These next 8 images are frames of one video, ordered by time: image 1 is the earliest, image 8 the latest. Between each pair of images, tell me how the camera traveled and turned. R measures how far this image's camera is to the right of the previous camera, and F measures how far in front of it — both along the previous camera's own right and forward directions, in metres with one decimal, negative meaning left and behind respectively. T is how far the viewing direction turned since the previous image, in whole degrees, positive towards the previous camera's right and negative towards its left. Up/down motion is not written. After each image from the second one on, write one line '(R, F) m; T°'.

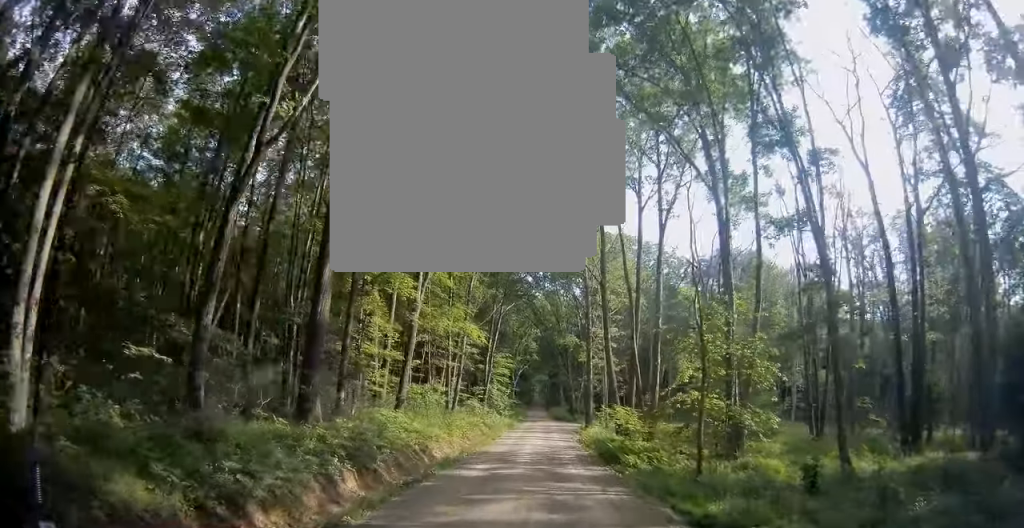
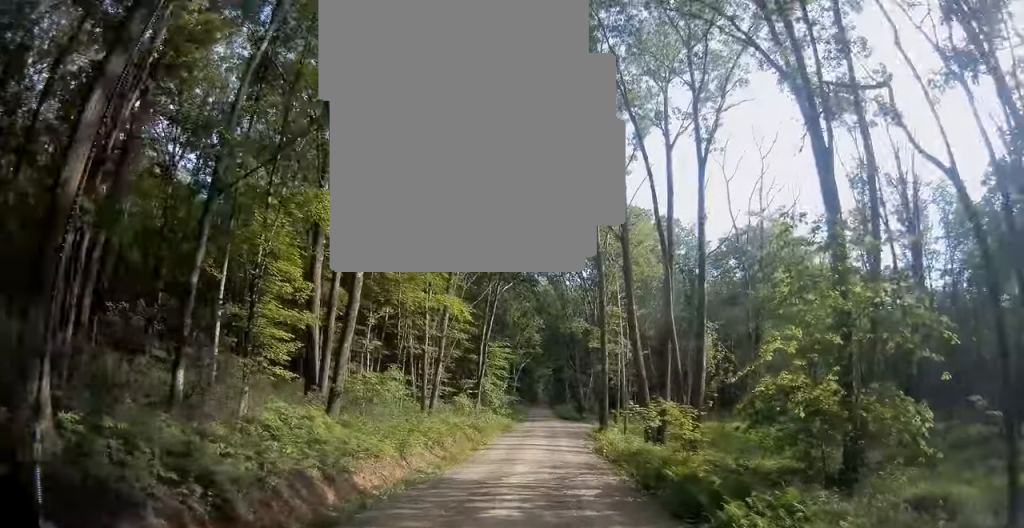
(+0.1, +10.7) m; +2°
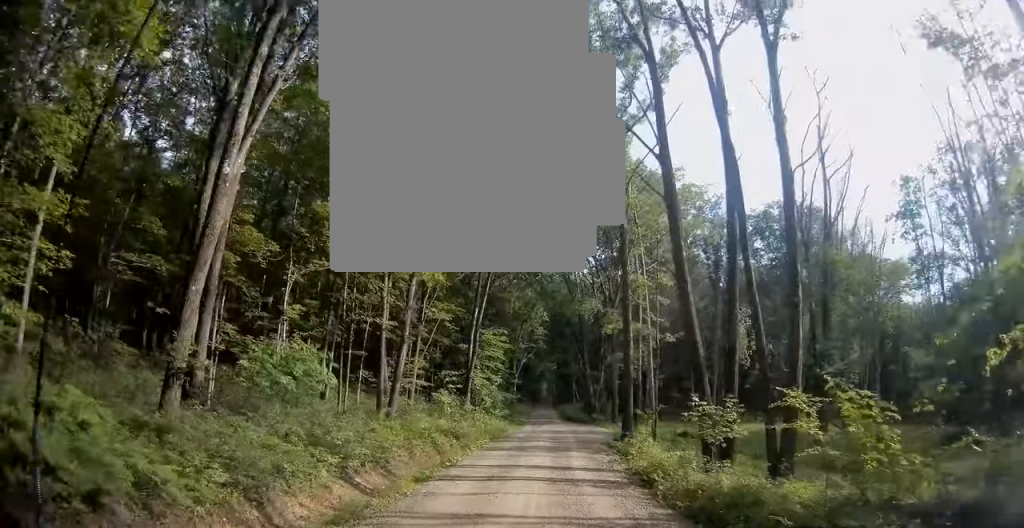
(+0.4, +10.6) m; +1°
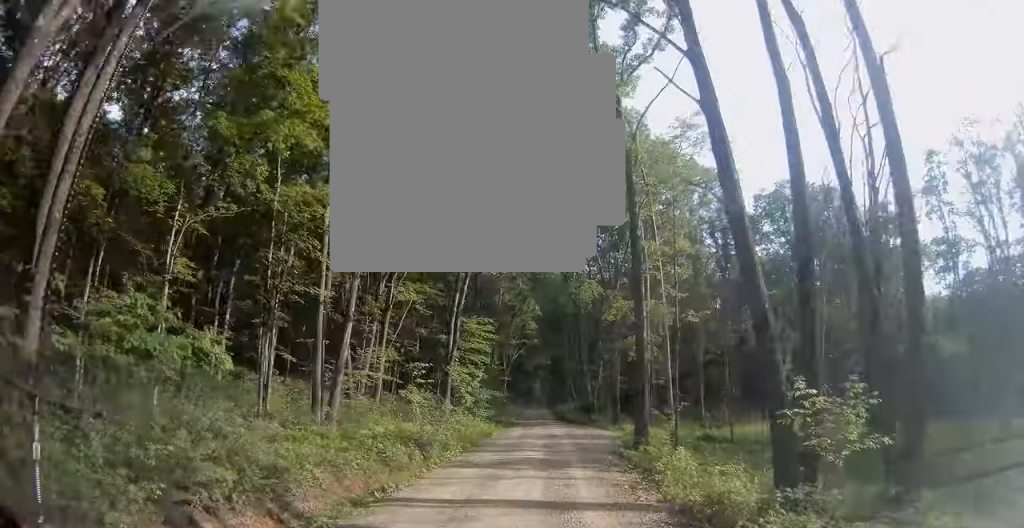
(0.0, +6.8) m; -1°
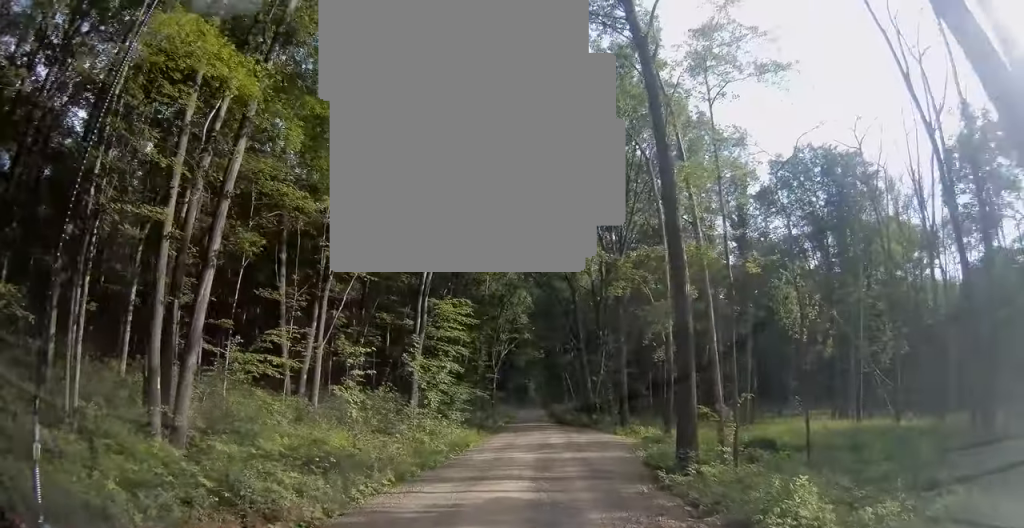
(-0.4, +8.8) m; -1°
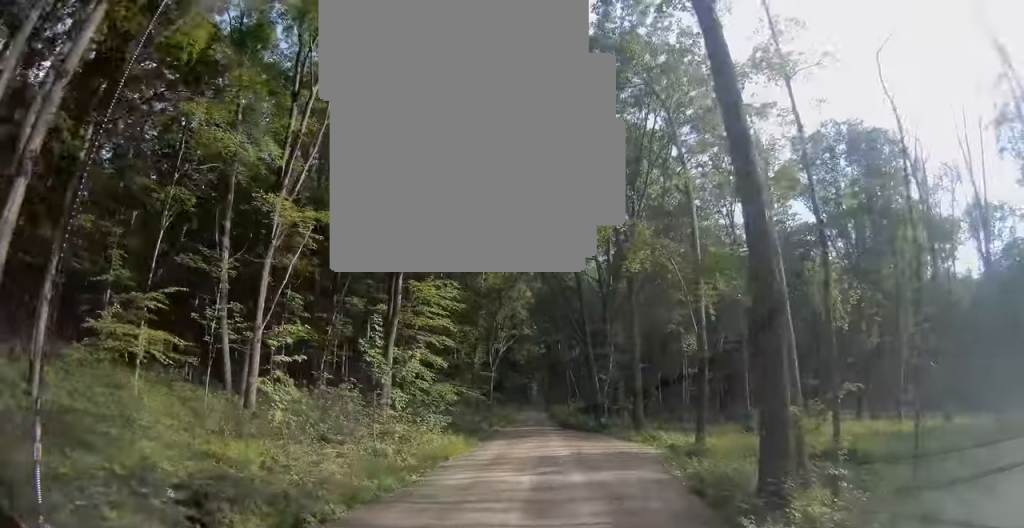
(+0.2, +6.1) m; +1°
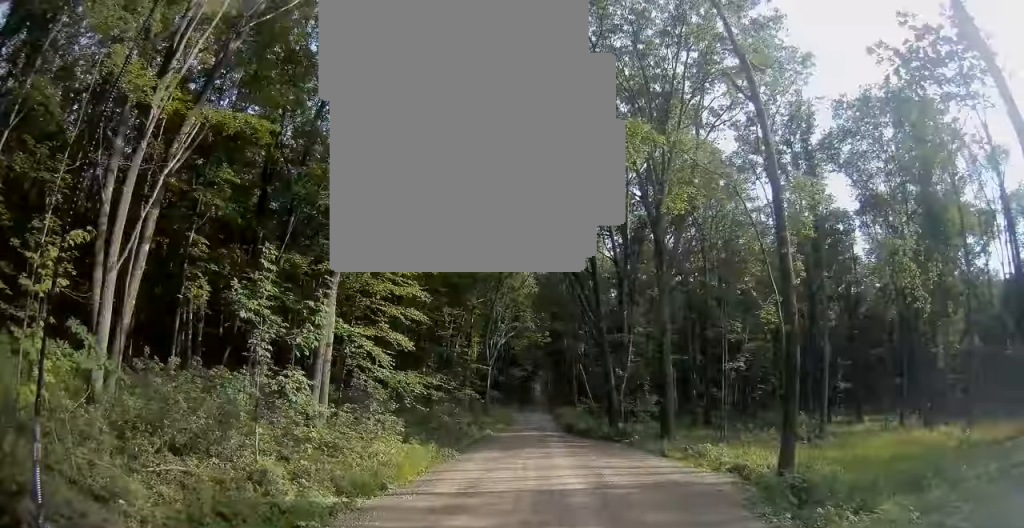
(+0.1, +8.5) m; -1°
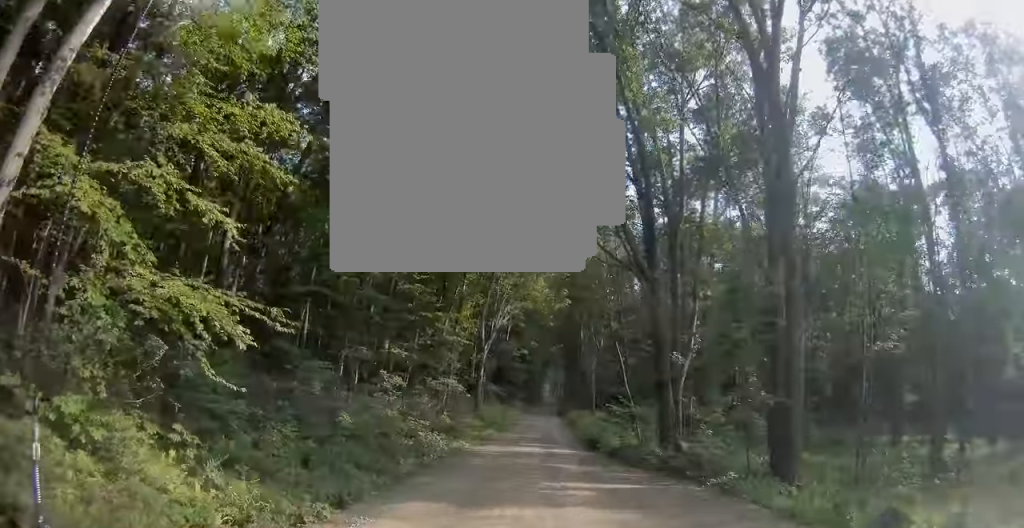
(-0.5, +14.8) m; -1°
